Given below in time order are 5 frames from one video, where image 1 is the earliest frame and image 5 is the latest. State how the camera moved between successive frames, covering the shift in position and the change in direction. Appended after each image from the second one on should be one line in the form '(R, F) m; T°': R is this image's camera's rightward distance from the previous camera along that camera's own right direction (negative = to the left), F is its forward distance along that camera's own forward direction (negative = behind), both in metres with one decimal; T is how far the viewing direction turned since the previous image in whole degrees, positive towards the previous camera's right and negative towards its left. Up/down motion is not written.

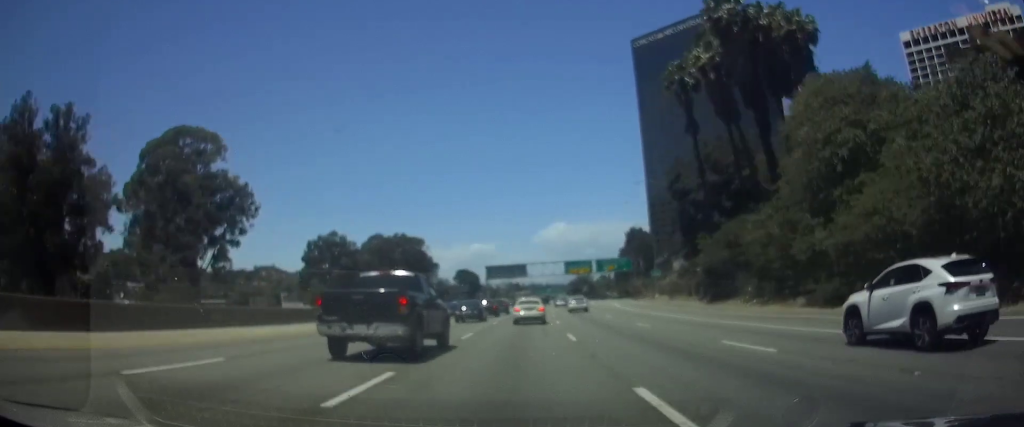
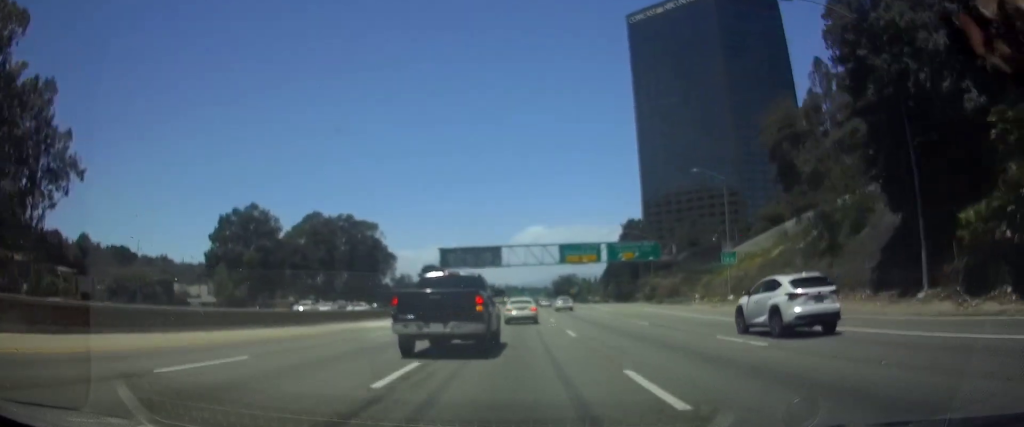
(+0.9, +42.2) m; +2°
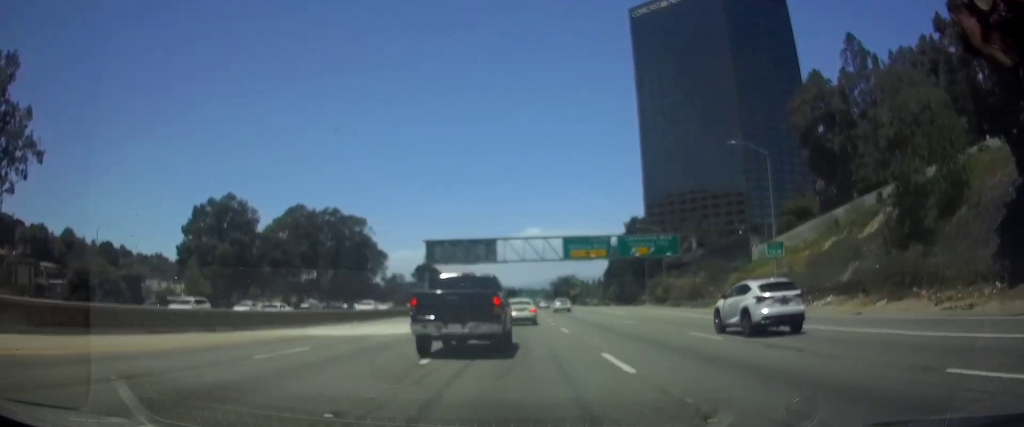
(0.0, +10.9) m; 0°
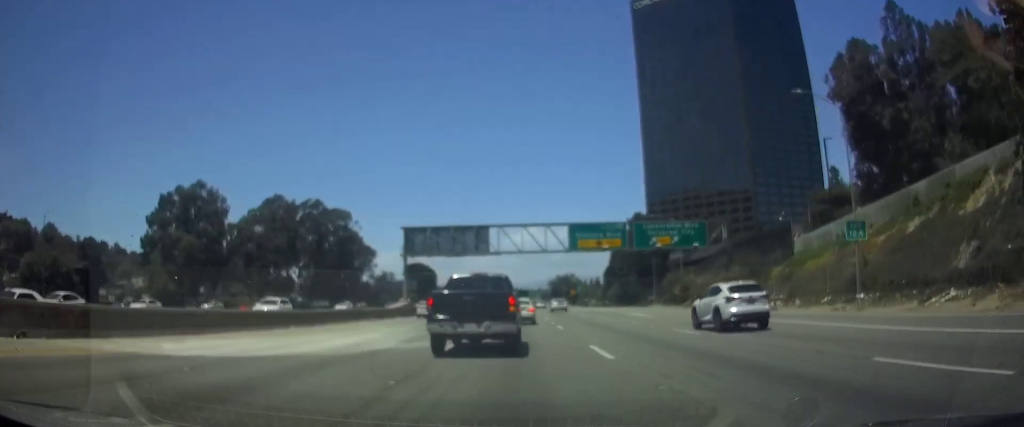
(0.0, +12.3) m; 0°
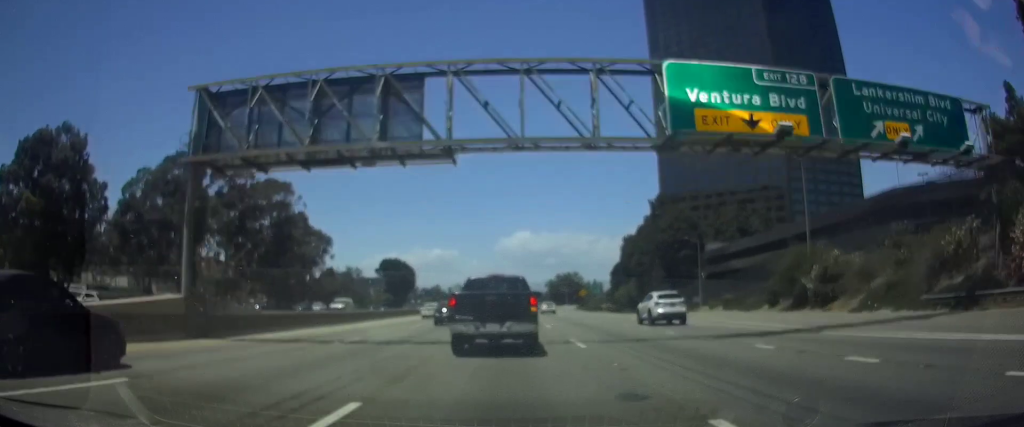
(+0.5, +40.2) m; 0°
